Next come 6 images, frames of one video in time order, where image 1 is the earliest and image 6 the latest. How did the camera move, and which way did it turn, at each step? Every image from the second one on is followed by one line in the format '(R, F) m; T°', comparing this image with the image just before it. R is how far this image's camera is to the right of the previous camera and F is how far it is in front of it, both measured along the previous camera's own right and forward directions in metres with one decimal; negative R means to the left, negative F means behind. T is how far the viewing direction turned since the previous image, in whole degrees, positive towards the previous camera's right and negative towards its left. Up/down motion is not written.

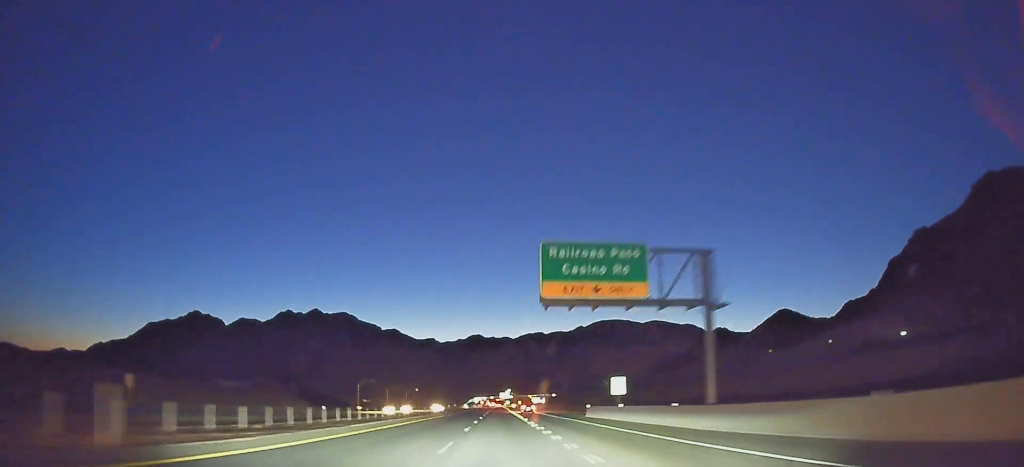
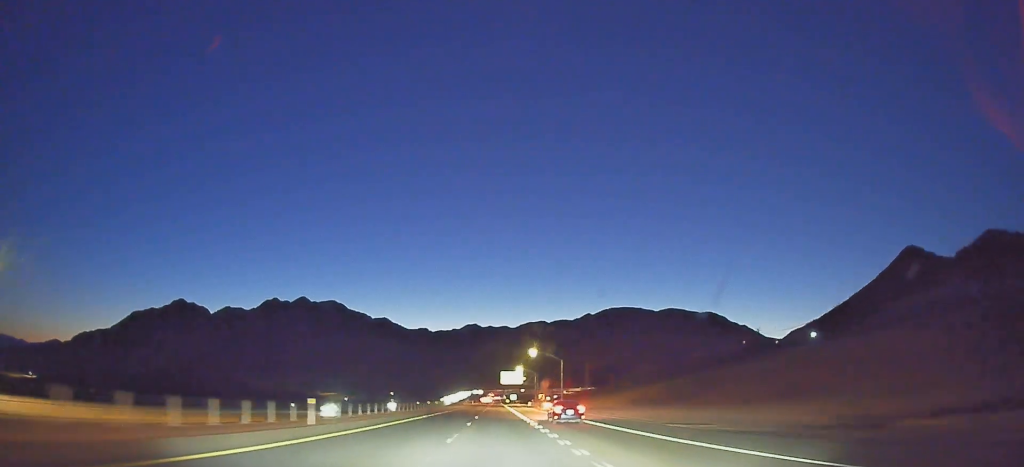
(-2.3, +231.9) m; -1°
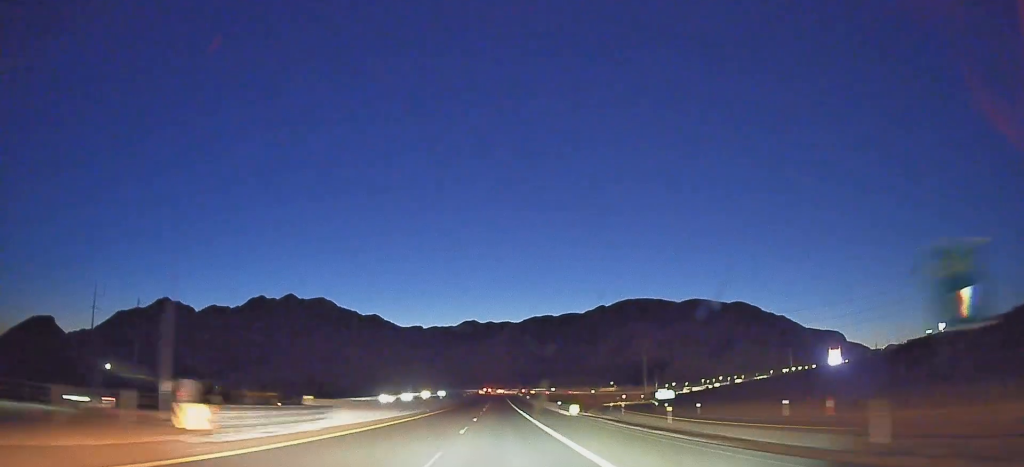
(+0.1, +249.0) m; 0°
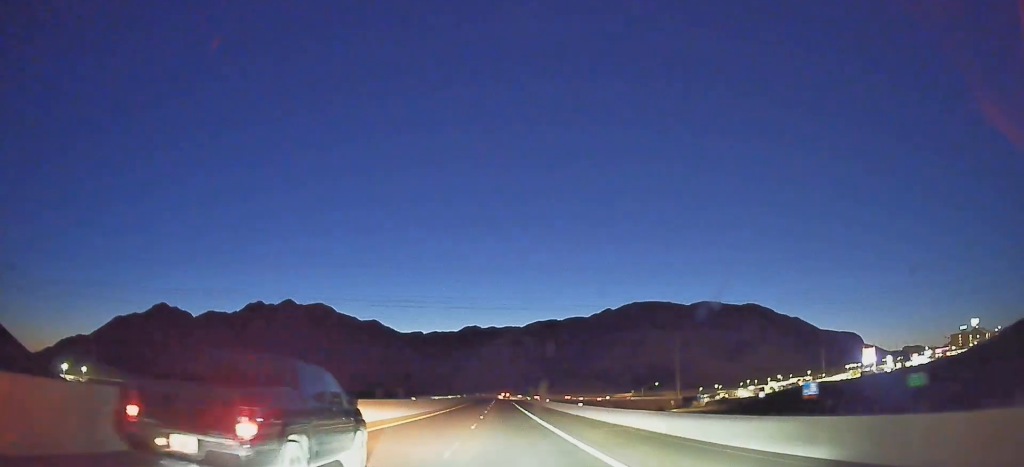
(-0.2, +67.9) m; 0°
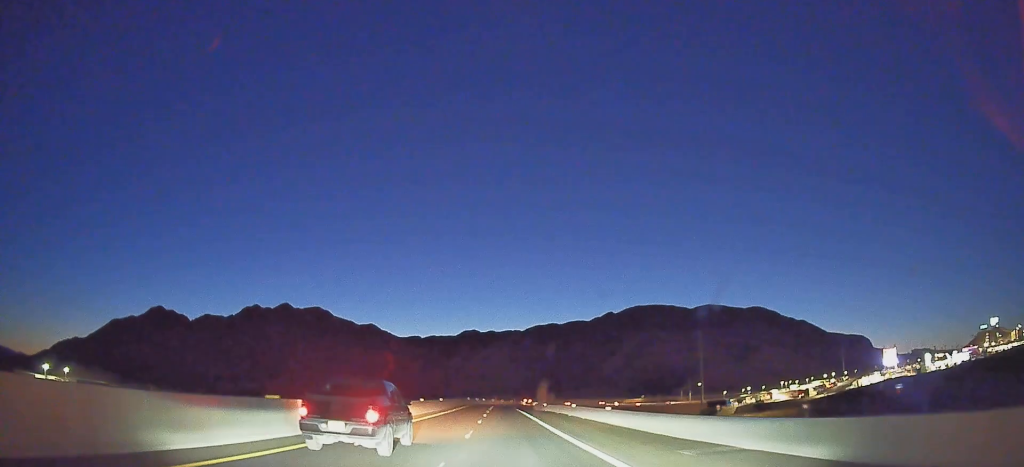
(+0.1, +40.4) m; +1°
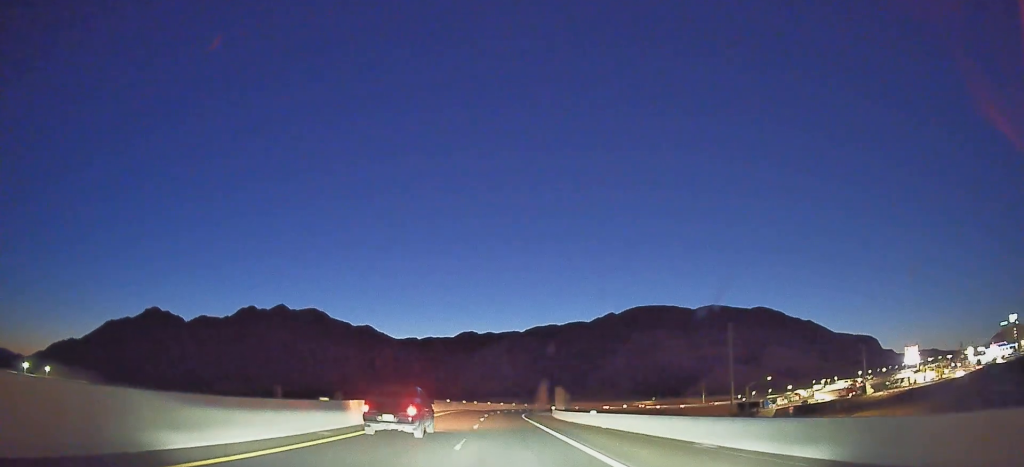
(-0.5, +40.1) m; +2°
